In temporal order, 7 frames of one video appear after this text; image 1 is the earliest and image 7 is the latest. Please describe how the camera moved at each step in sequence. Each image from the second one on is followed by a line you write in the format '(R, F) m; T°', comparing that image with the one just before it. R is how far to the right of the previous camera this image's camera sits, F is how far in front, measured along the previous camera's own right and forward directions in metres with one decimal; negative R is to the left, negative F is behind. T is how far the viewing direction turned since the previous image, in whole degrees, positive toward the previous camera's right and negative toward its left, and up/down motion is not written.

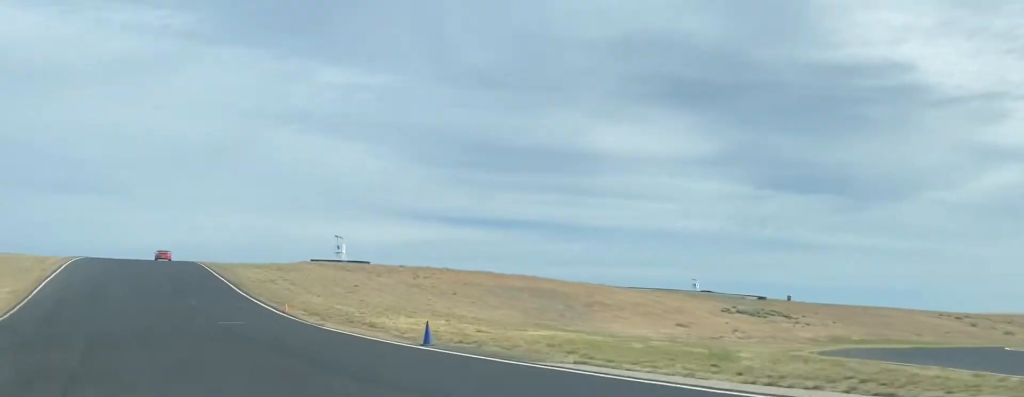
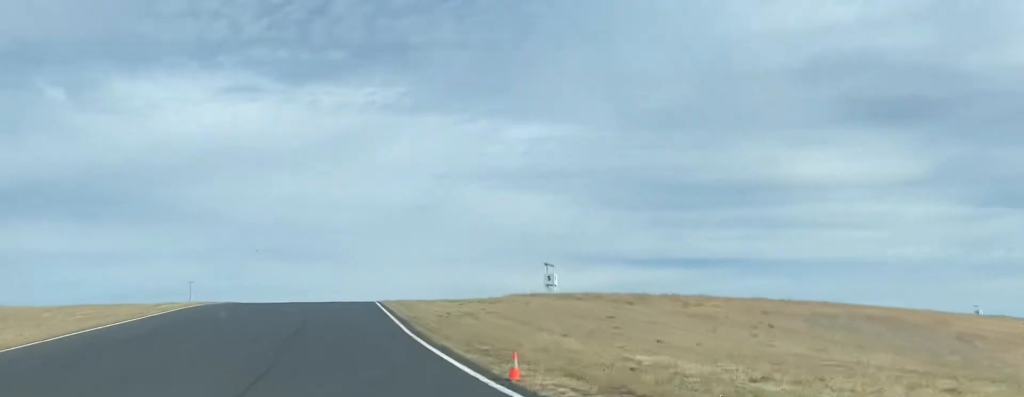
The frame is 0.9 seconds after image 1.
(-4.4, +32.0) m; -12°
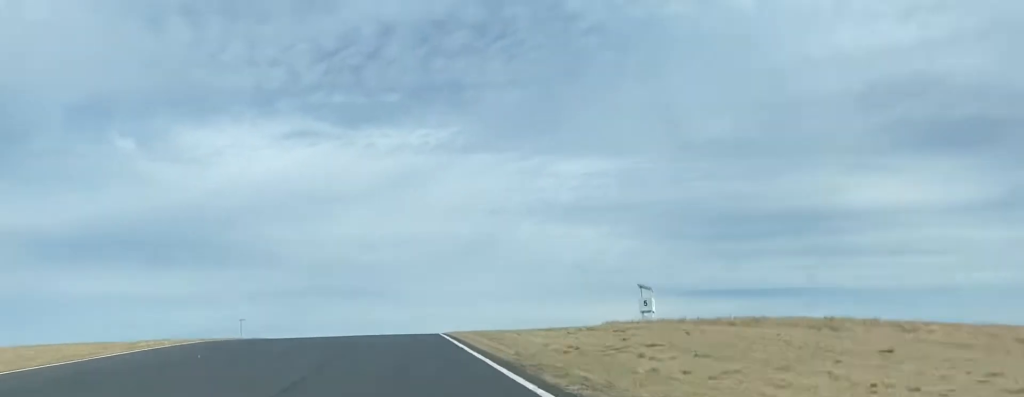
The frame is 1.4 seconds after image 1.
(-0.6, +17.6) m; -4°
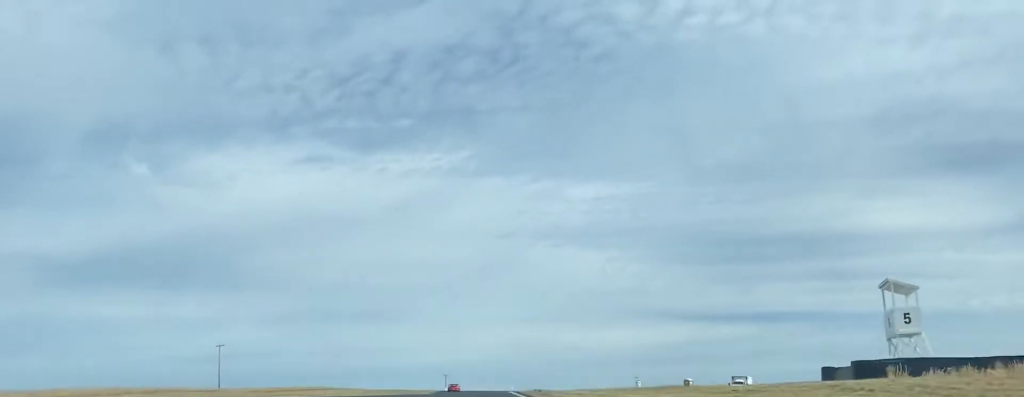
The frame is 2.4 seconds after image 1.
(-1.9, +40.9) m; -1°
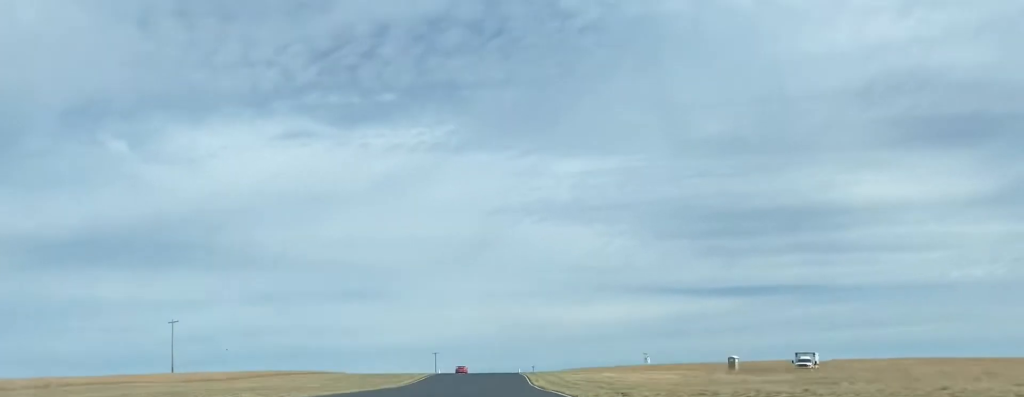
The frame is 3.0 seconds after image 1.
(+0.5, +27.2) m; +3°
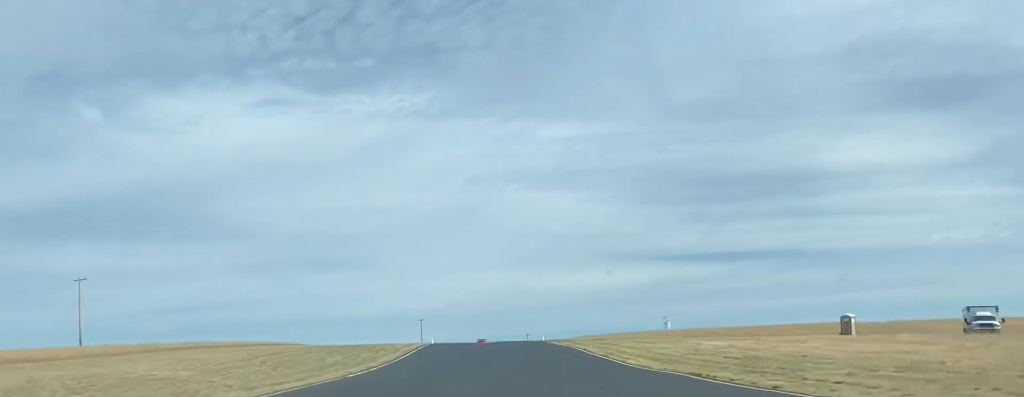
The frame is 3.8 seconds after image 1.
(+1.7, +37.7) m; +4°
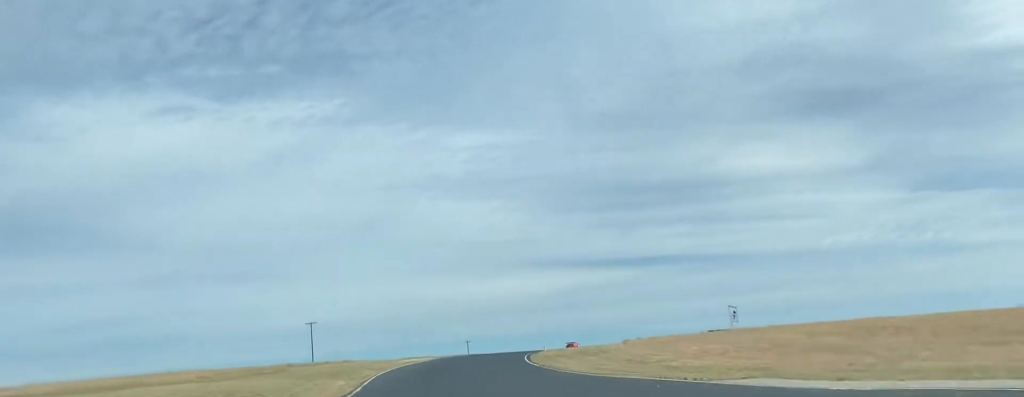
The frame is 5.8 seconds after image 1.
(+5.6, +94.8) m; +8°
